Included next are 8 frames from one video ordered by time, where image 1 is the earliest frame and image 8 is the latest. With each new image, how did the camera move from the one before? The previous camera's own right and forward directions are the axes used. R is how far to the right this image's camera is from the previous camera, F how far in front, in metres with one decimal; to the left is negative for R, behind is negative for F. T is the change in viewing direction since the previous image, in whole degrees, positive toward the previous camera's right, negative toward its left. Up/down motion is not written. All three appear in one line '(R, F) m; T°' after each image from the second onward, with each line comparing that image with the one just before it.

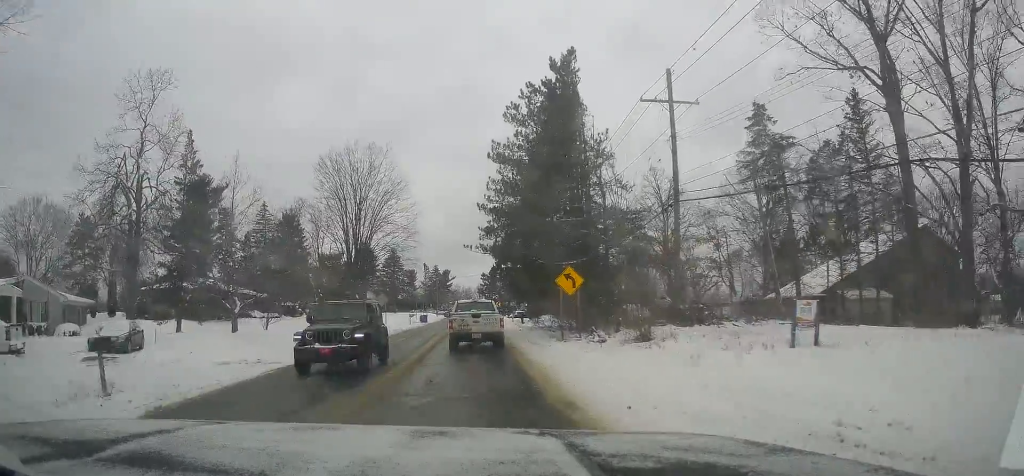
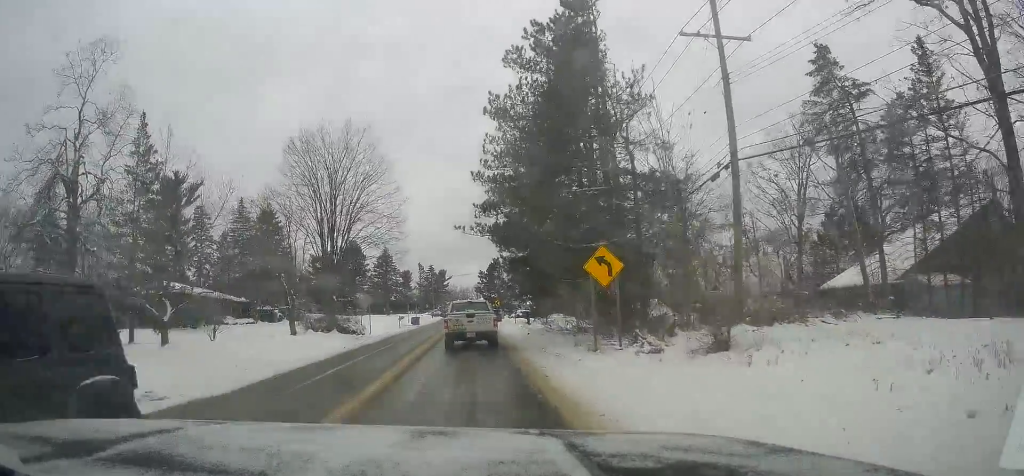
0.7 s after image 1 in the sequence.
(0.0, +7.2) m; +2°
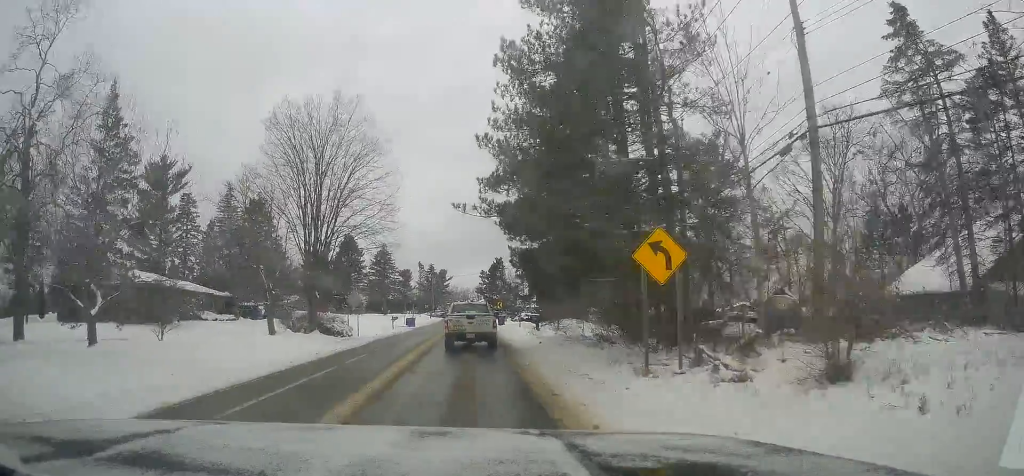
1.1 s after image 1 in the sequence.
(-0.1, +5.1) m; +2°
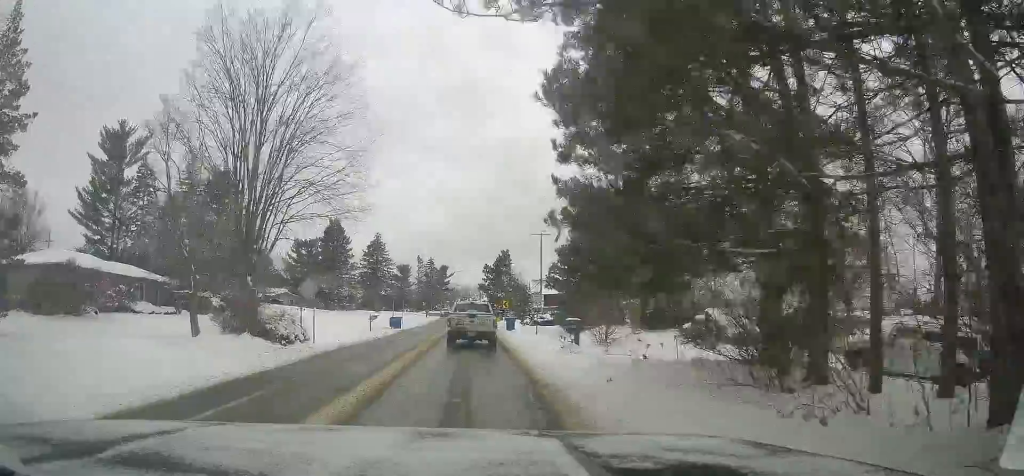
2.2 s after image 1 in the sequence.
(+0.7, +12.0) m; -3°
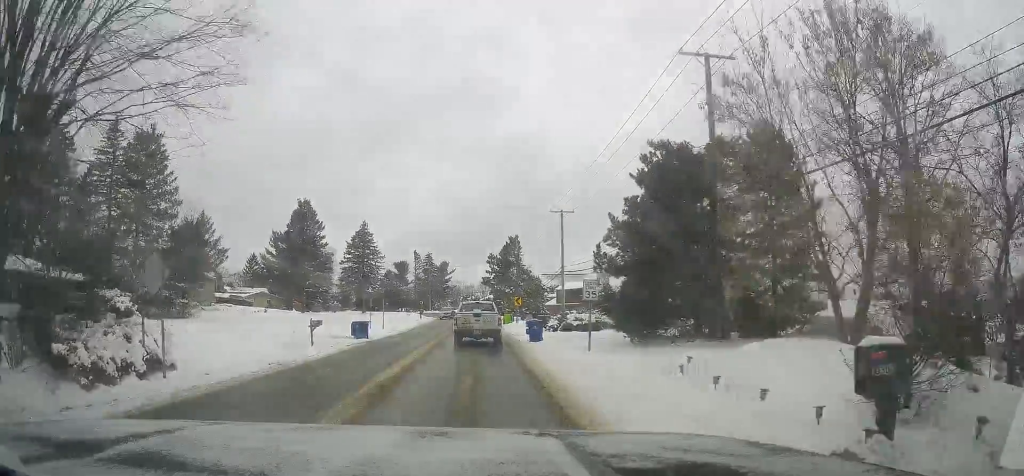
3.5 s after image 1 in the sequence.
(-1.1, +15.5) m; 0°
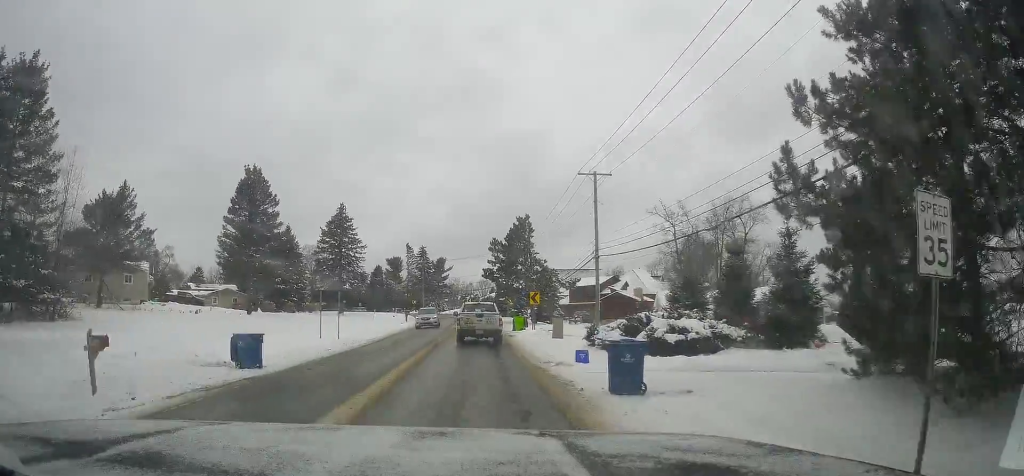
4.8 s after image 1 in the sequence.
(+0.6, +16.2) m; +2°
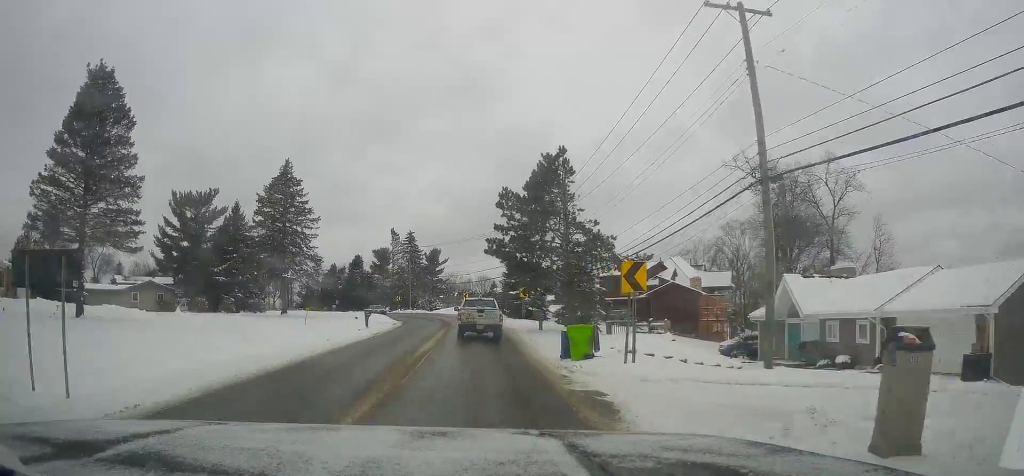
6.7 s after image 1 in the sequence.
(0.0, +25.2) m; -1°
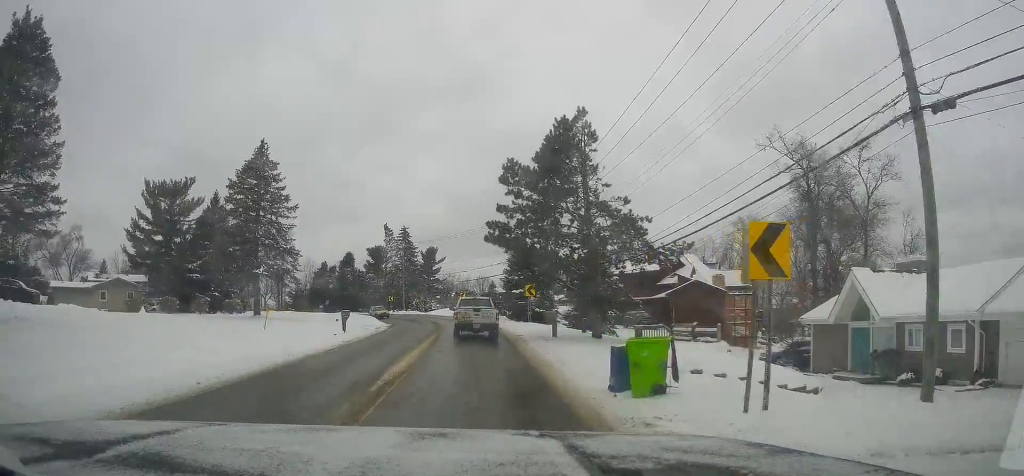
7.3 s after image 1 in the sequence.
(-0.1, +7.2) m; -1°
